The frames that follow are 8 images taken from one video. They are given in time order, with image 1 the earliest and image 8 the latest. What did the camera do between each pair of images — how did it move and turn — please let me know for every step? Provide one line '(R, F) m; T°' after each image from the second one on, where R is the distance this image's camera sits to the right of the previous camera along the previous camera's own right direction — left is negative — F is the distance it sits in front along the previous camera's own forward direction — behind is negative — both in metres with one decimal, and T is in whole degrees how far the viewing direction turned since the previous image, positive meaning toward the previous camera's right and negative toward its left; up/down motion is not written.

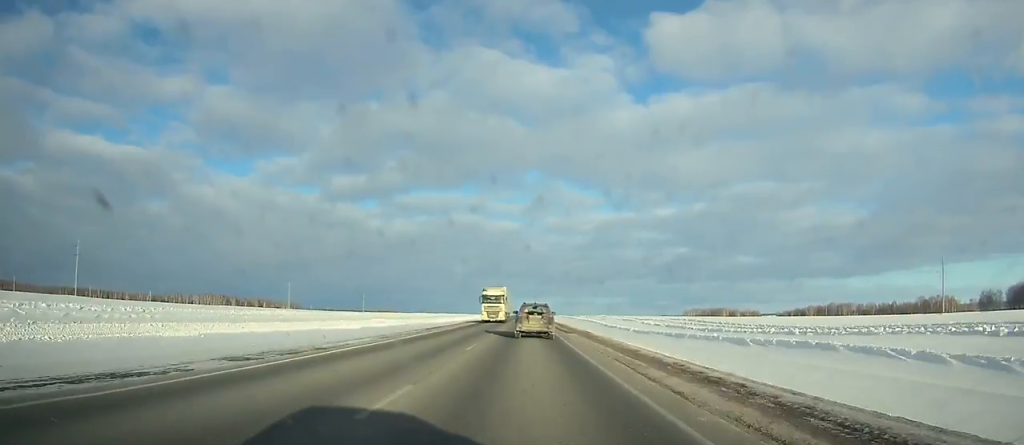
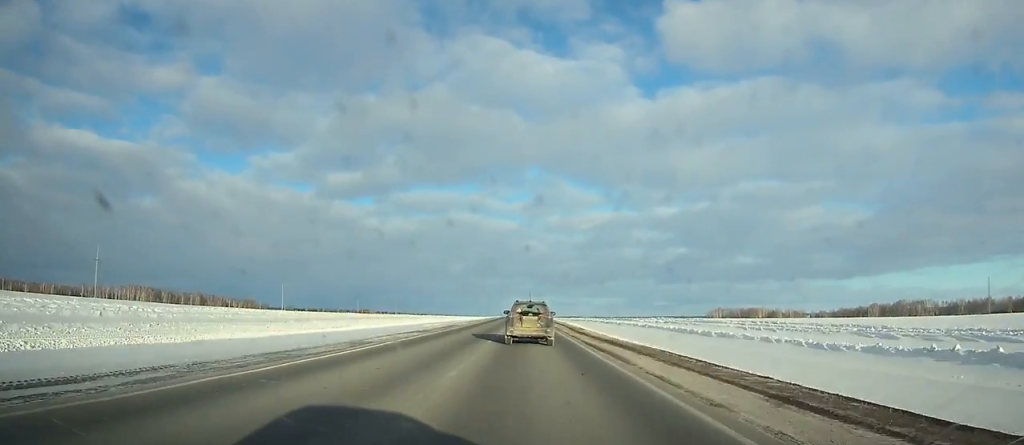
(-0.6, +186.5) m; 0°
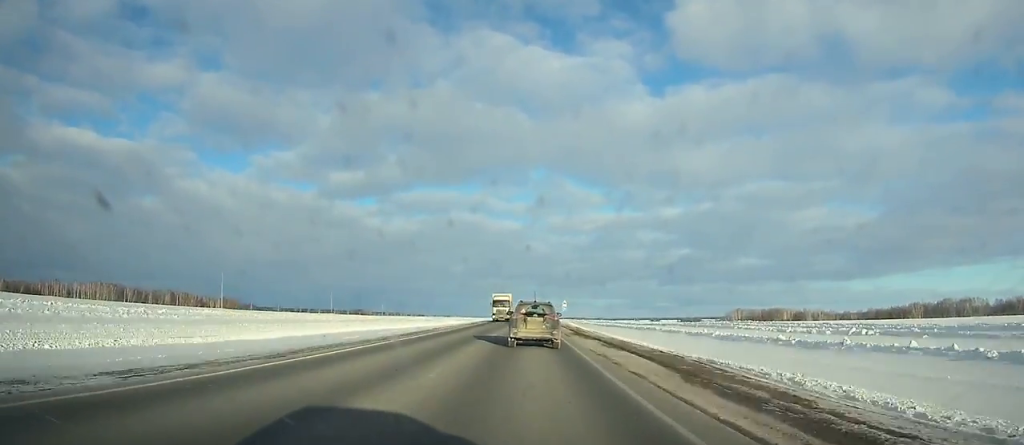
(+0.6, +82.9) m; 0°
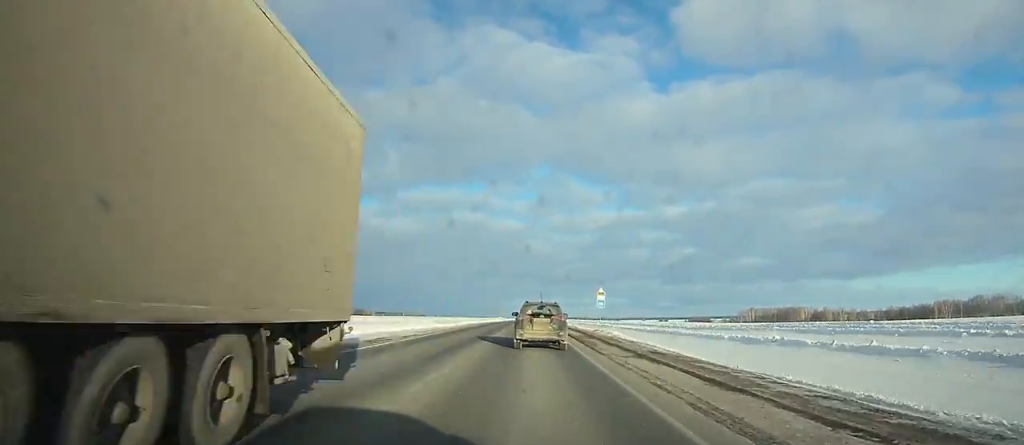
(+0.1, +49.9) m; 0°
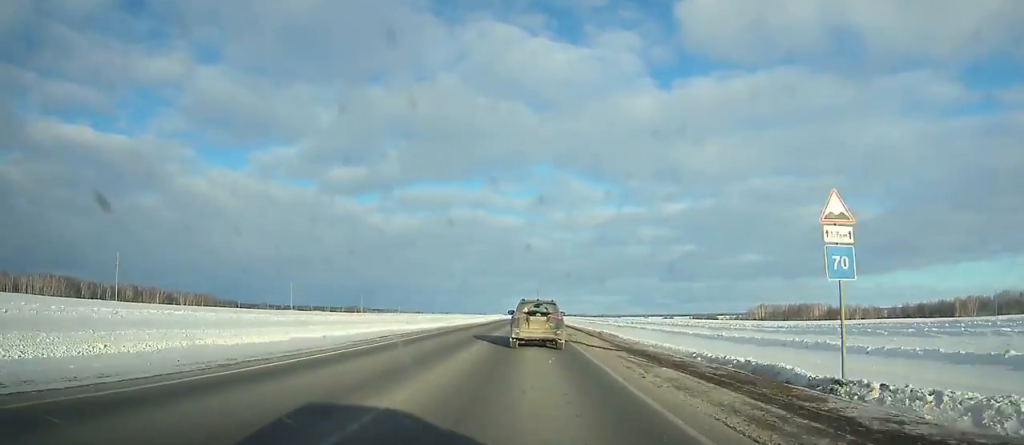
(0.0, +40.9) m; 0°
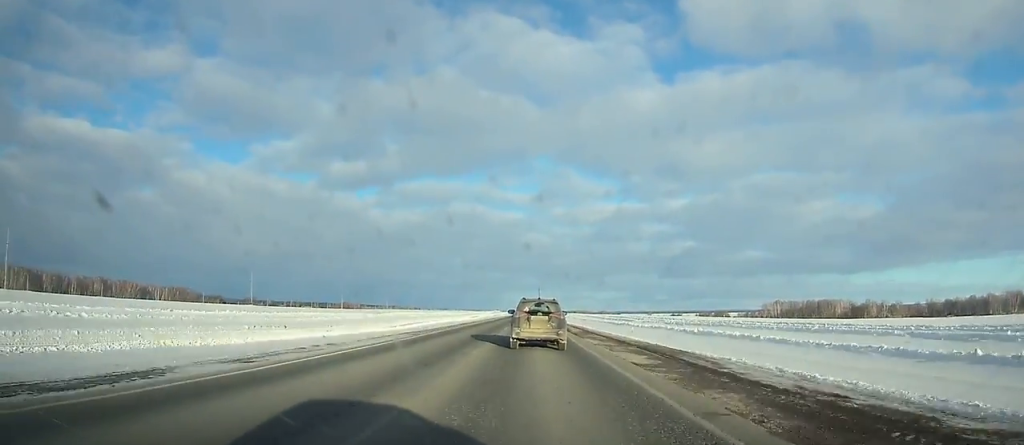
(-0.3, +58.0) m; 0°
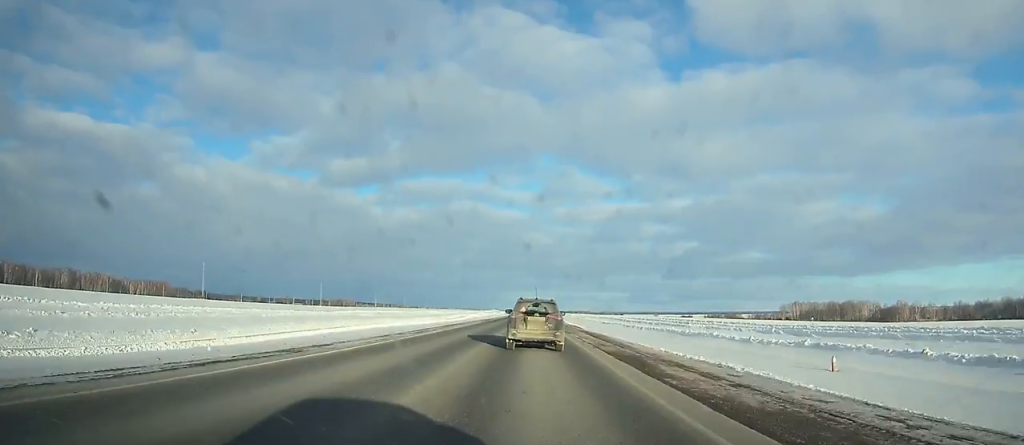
(+0.1, +57.8) m; 0°
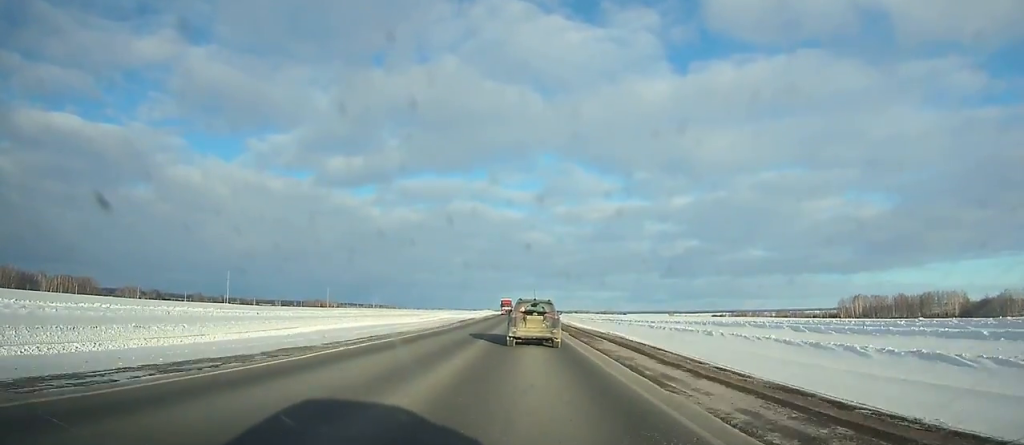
(+0.4, +149.4) m; 0°
